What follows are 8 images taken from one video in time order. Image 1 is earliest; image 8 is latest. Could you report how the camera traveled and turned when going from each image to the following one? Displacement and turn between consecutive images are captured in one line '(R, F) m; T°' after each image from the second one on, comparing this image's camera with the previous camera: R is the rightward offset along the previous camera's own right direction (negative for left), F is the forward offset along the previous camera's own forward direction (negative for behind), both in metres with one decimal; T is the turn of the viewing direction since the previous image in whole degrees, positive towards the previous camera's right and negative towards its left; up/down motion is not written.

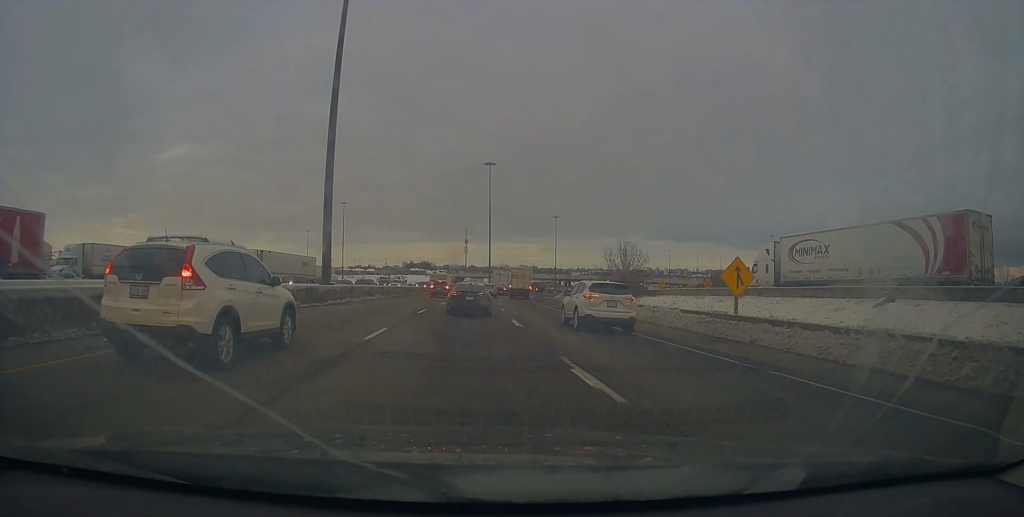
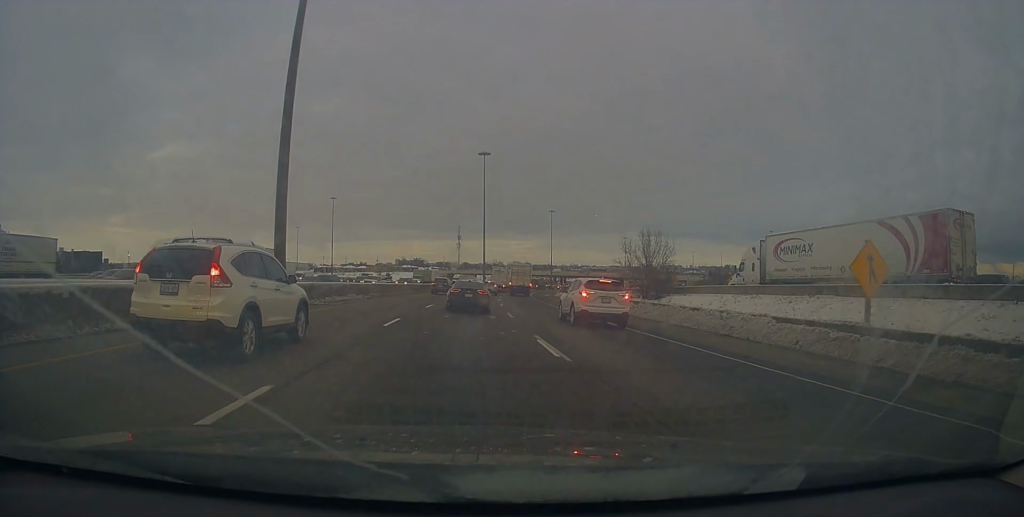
(-0.1, +9.1) m; +2°
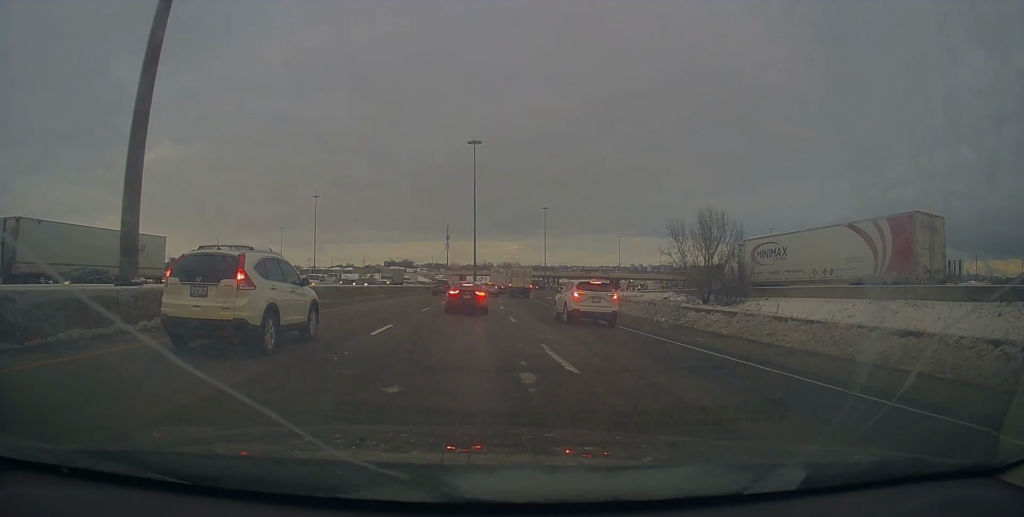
(+0.6, +13.9) m; 0°
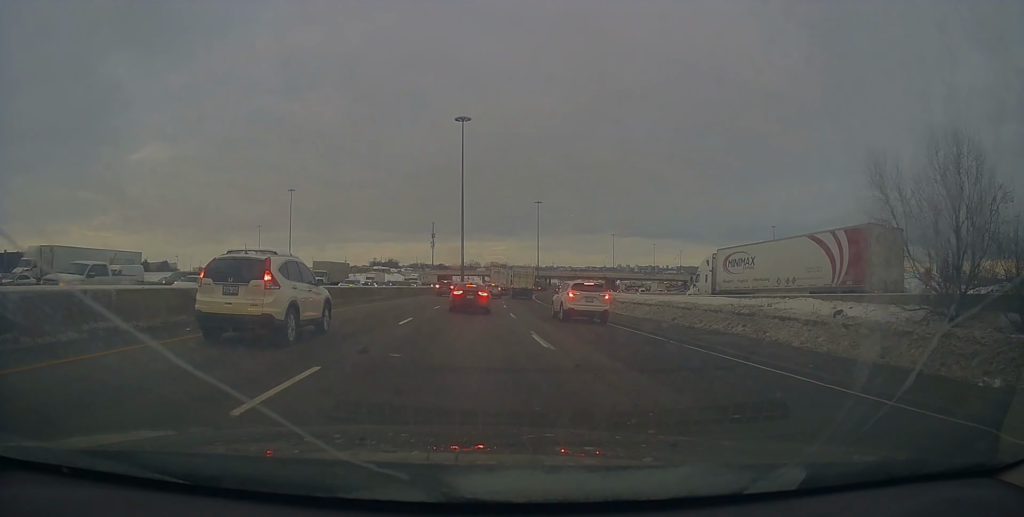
(-0.4, +20.2) m; +1°
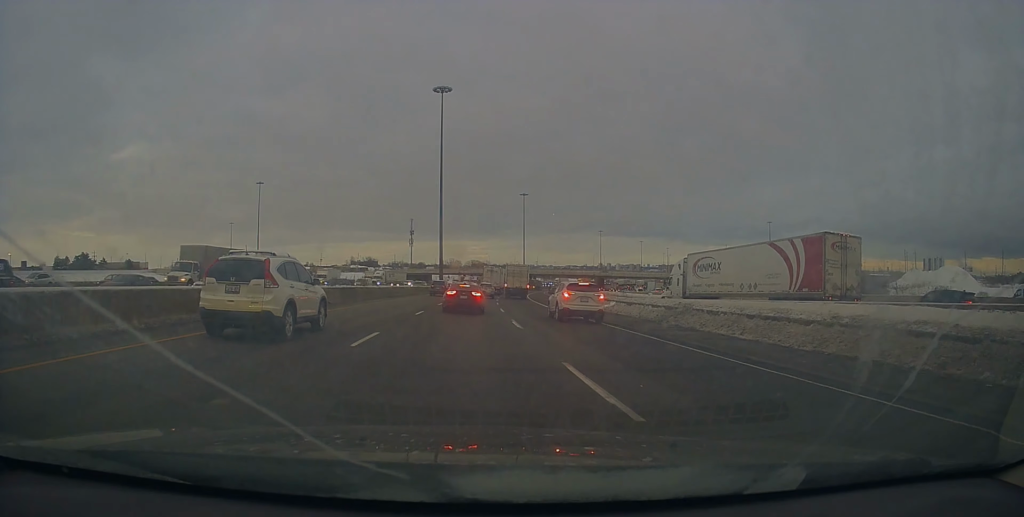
(+0.8, +18.1) m; +3°
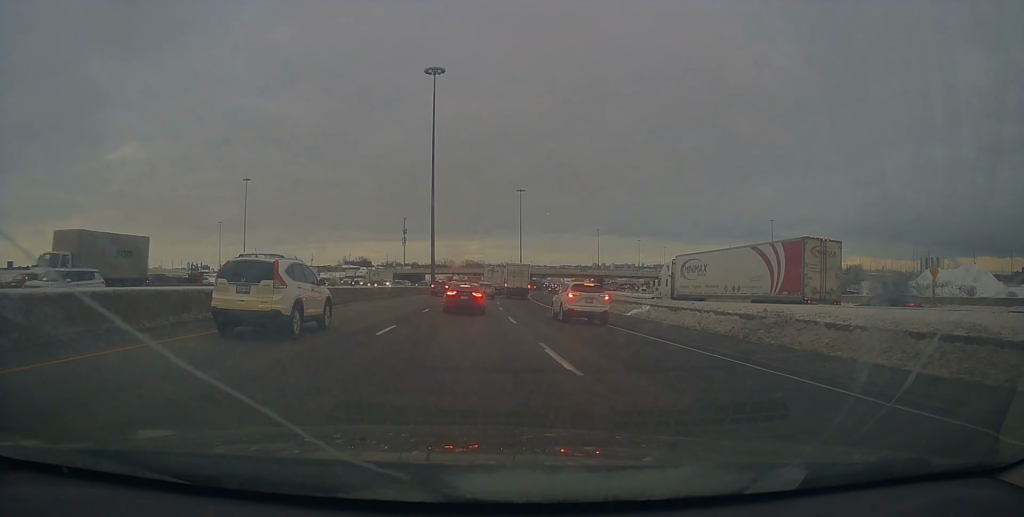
(+0.2, +9.5) m; 0°
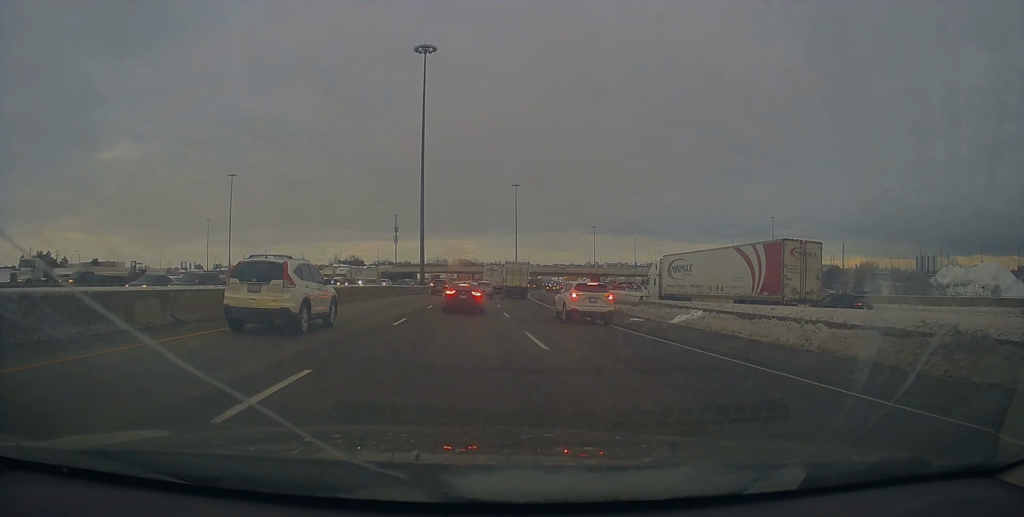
(-0.2, +8.7) m; 0°
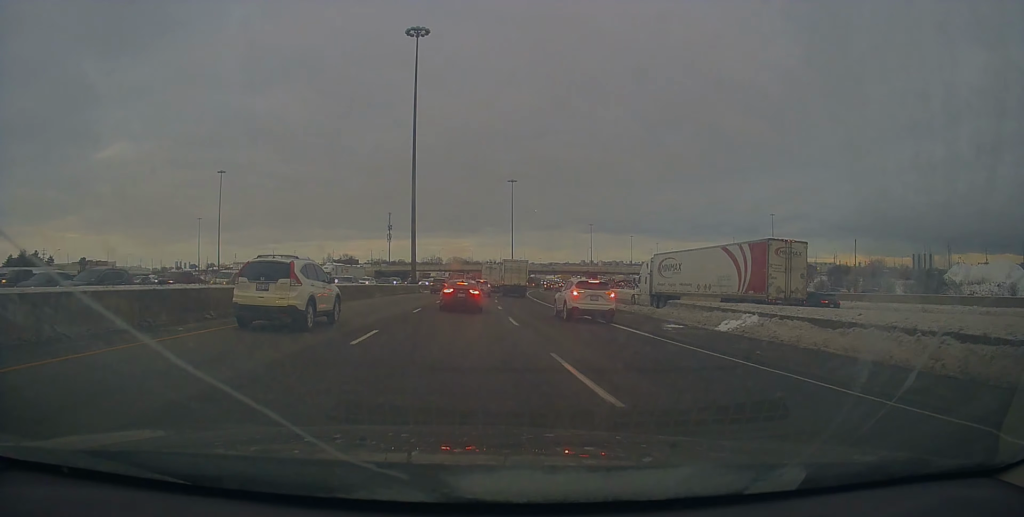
(-0.1, +5.8) m; 0°
